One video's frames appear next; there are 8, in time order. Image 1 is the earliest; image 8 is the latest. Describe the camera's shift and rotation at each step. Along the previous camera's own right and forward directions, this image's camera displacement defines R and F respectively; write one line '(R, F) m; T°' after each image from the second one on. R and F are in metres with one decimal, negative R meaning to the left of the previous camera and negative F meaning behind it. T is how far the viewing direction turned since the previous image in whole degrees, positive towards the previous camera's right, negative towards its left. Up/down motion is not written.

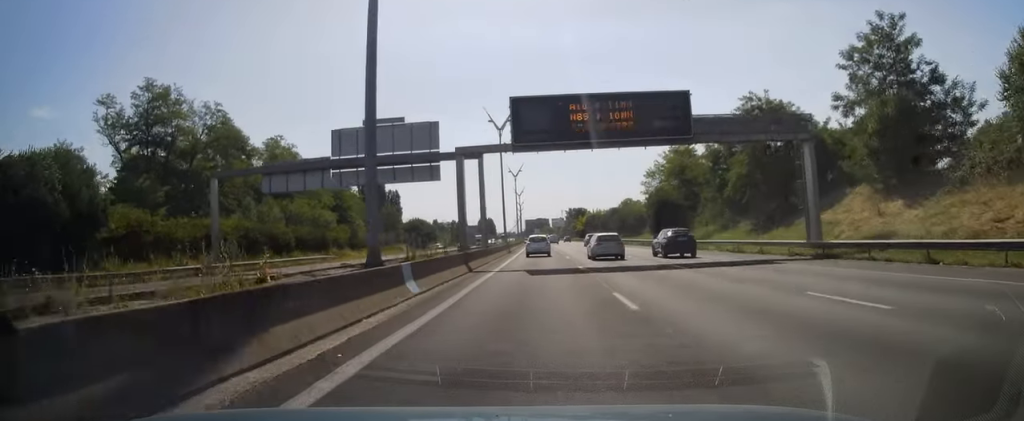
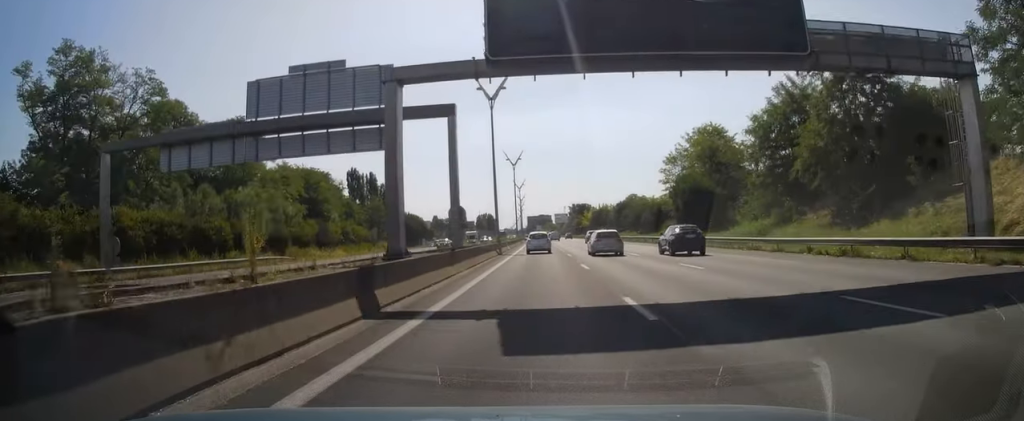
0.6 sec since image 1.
(+0.2, +14.6) m; 0°
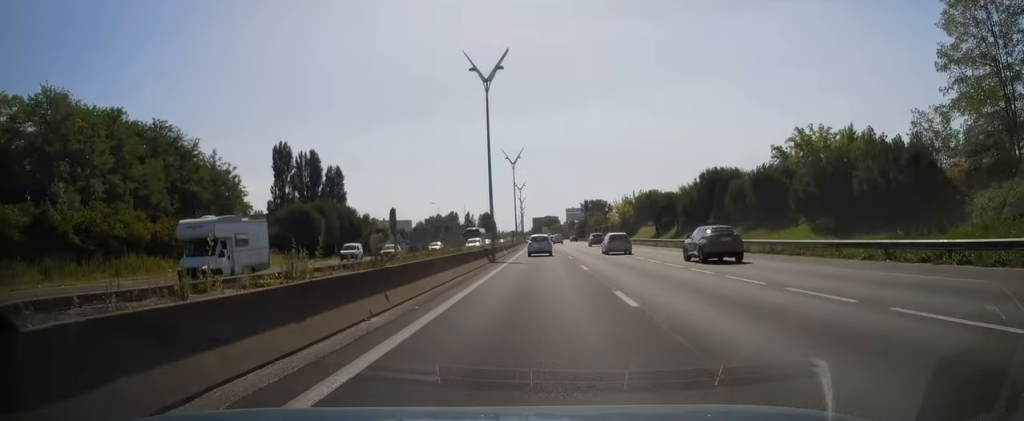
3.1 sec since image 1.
(-0.6, +62.9) m; -1°
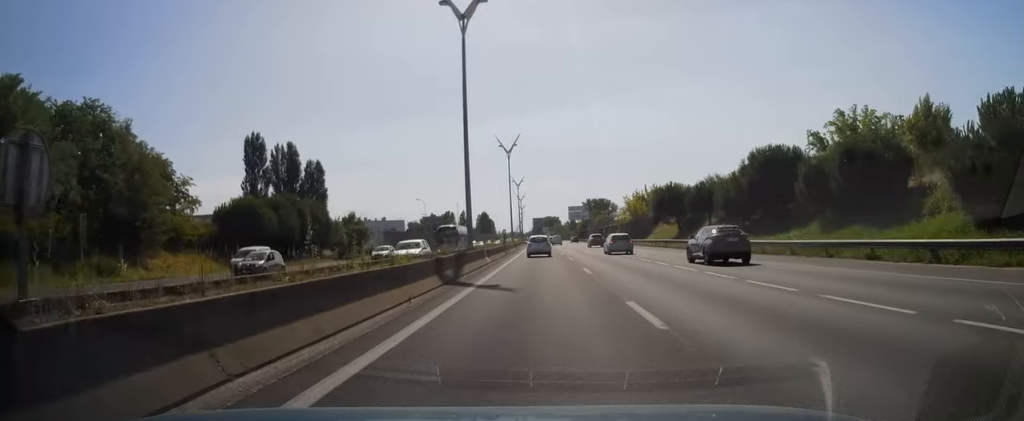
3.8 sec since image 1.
(0.0, +14.9) m; 0°
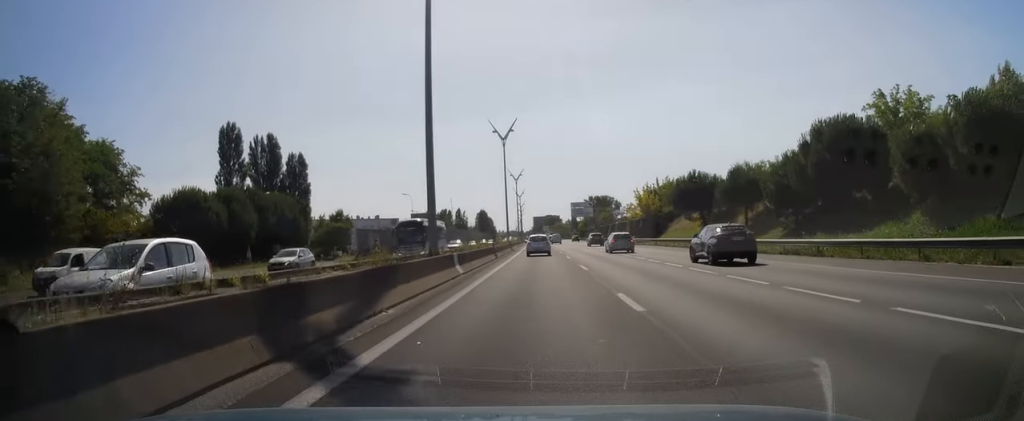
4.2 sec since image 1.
(0.0, +11.3) m; 0°
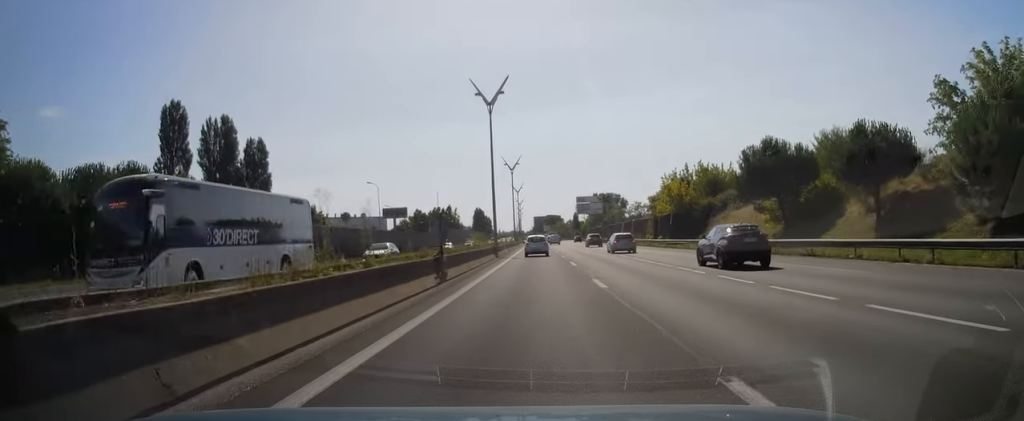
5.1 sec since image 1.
(0.0, +21.1) m; 0°
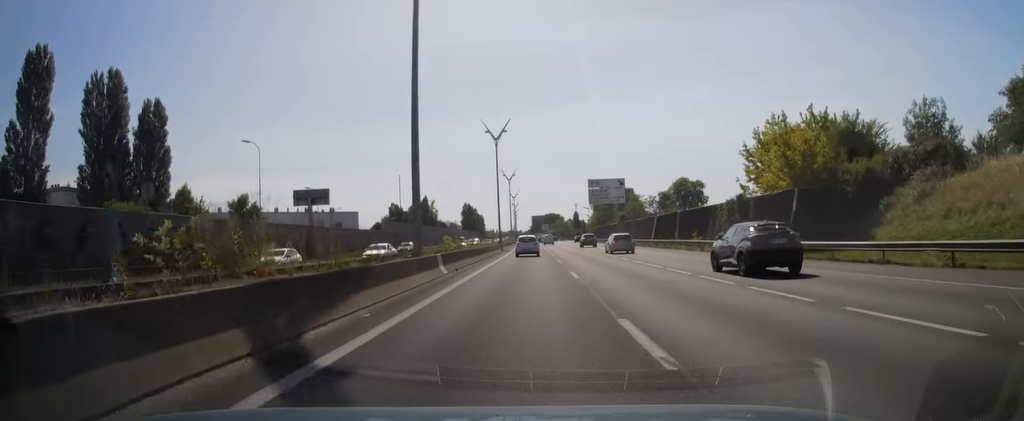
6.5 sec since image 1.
(0.0, +34.7) m; 0°
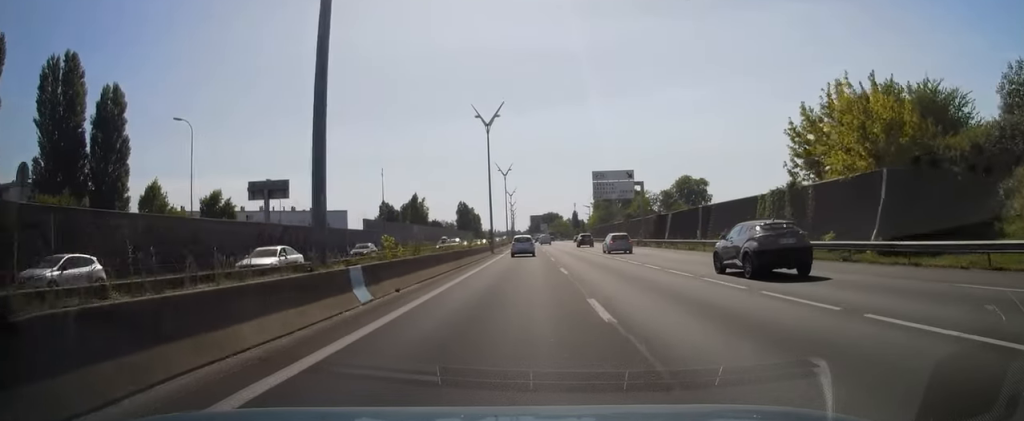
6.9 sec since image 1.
(0.0, +9.8) m; 0°
